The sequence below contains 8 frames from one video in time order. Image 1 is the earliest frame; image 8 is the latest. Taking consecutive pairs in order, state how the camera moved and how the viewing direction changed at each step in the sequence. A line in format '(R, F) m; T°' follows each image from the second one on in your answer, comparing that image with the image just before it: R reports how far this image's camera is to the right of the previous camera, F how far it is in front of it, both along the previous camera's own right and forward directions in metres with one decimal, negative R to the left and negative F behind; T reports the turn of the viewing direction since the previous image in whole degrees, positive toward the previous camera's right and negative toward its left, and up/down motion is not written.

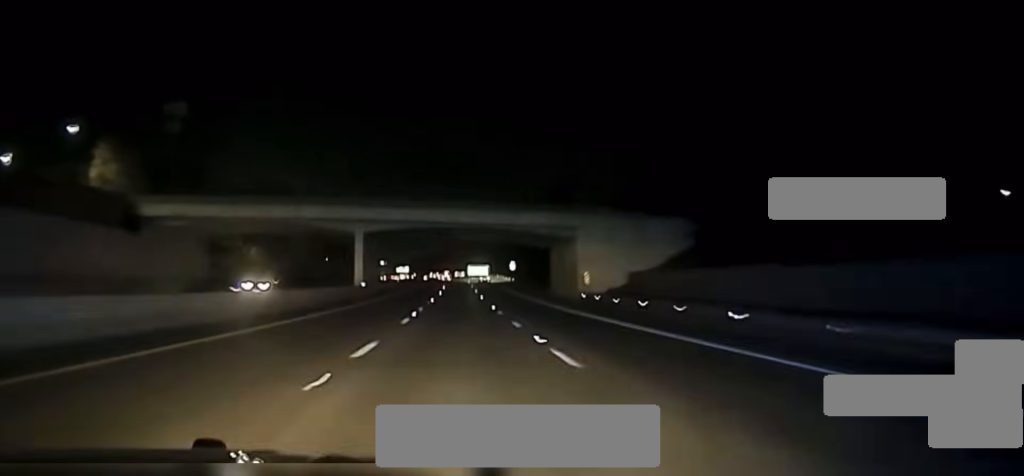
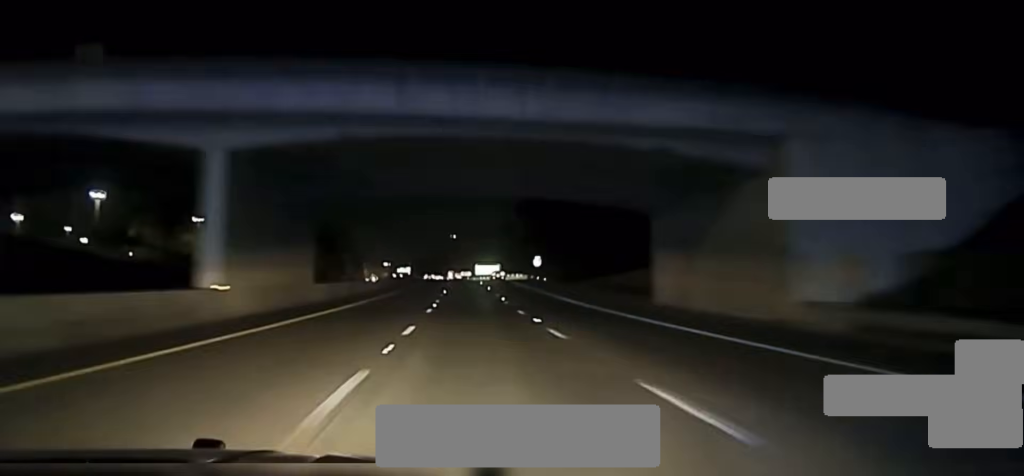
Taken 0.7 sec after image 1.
(0.0, +42.0) m; 0°
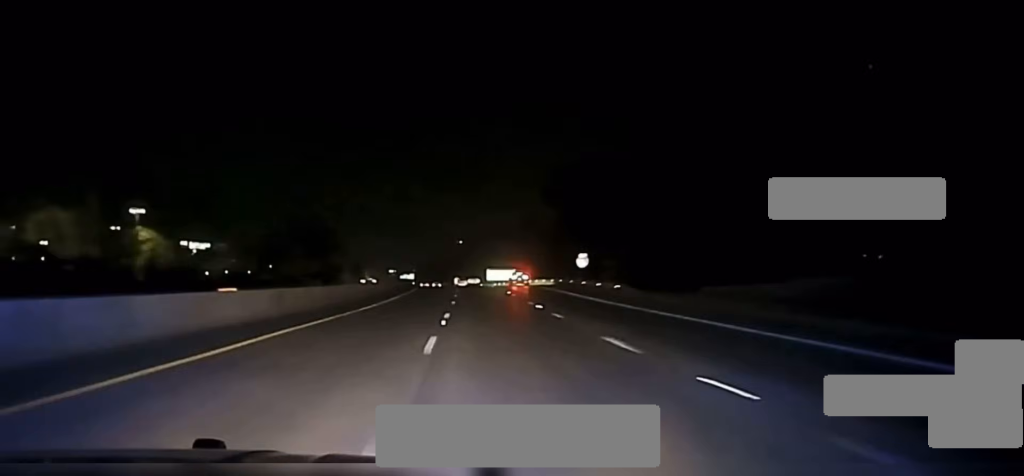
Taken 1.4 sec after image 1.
(-0.3, +40.5) m; -1°
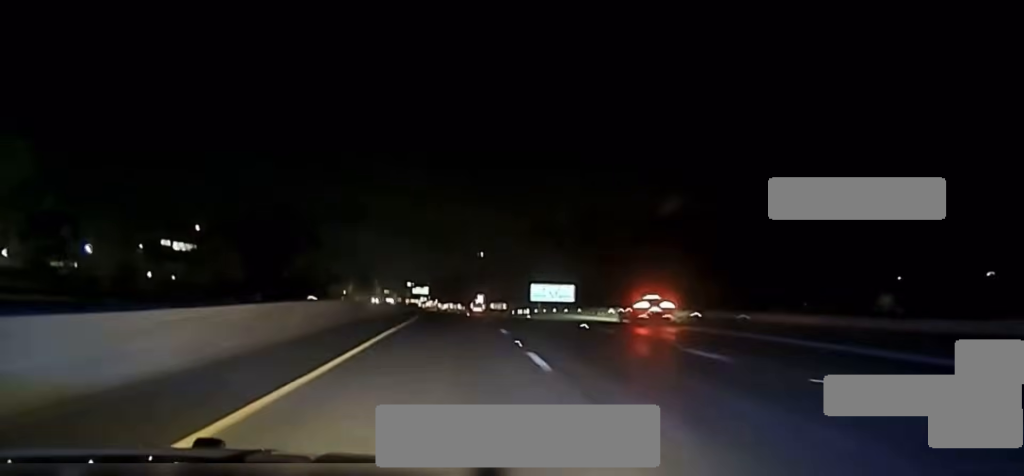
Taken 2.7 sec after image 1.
(-1.4, +75.7) m; -2°
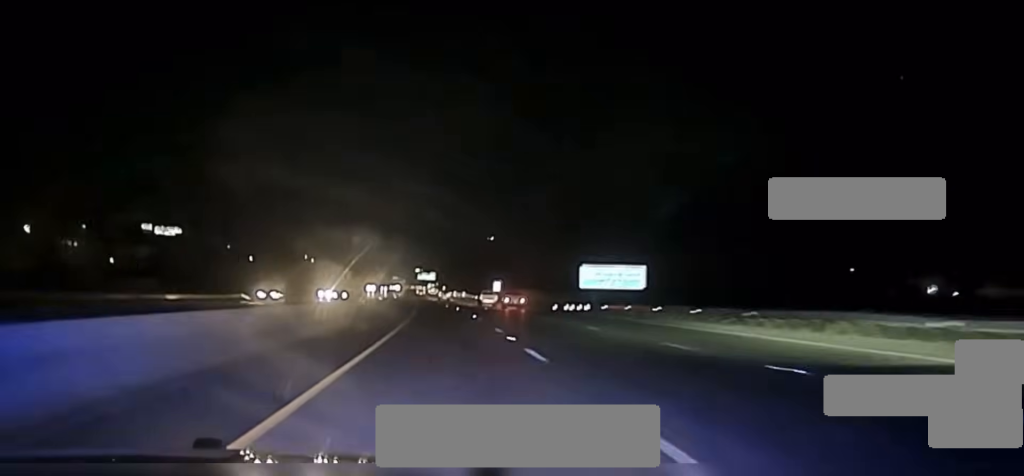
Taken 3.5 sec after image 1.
(-0.2, +45.0) m; -1°
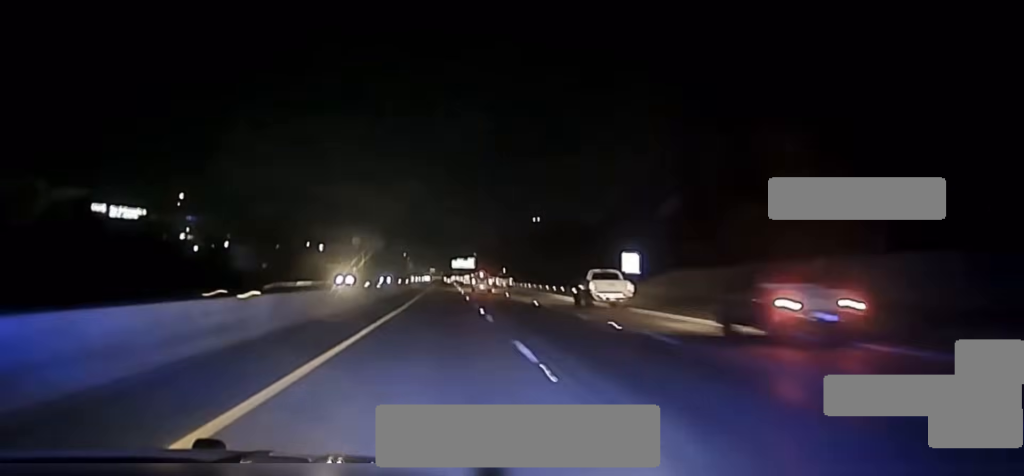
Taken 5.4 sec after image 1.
(-1.6, +110.8) m; -2°
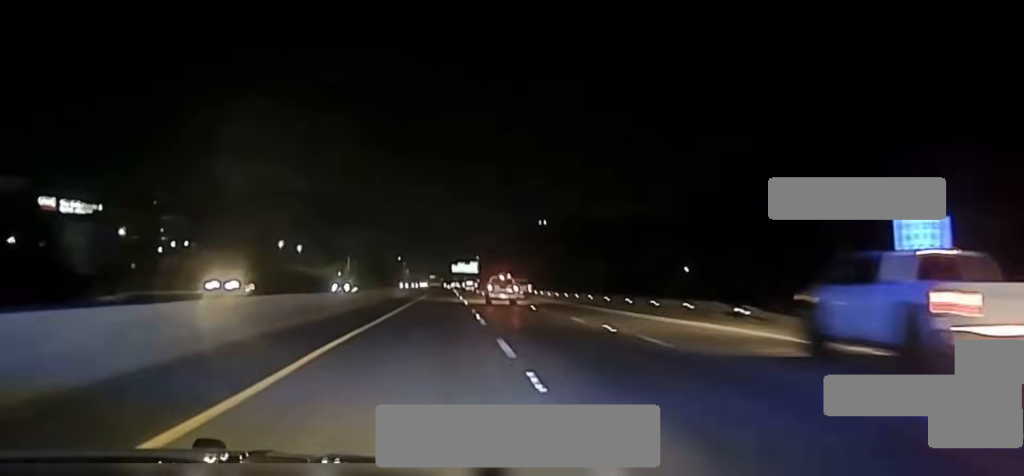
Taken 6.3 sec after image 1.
(-0.2, +49.5) m; 0°
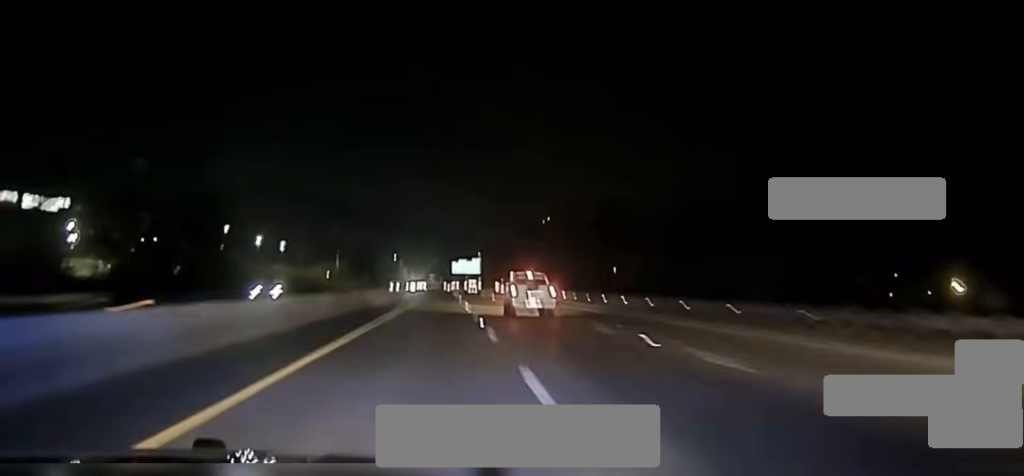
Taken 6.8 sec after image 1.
(0.0, +30.8) m; 0°
